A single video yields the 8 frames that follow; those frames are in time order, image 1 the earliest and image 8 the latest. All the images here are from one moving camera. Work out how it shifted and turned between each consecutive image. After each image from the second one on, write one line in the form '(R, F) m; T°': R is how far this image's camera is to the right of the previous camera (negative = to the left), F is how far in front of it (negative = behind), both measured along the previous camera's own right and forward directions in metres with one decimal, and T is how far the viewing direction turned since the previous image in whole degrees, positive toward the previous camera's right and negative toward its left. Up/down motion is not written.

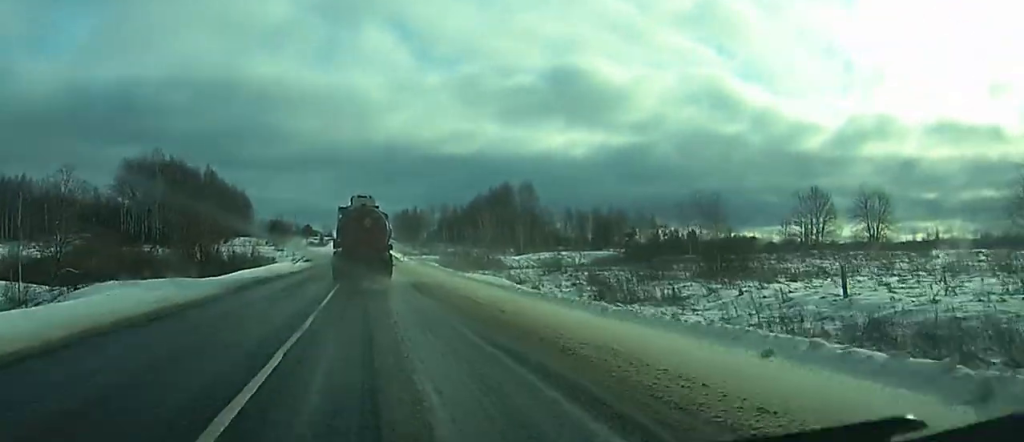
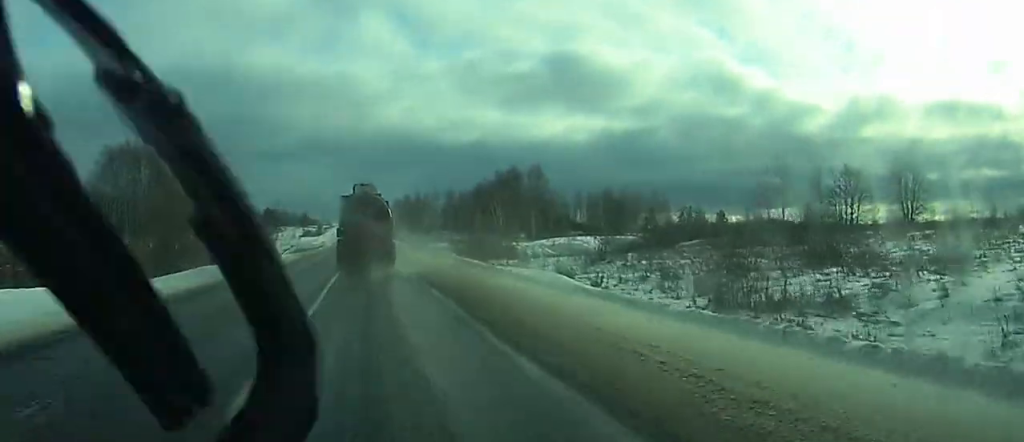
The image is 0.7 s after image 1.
(0.0, +16.2) m; 0°
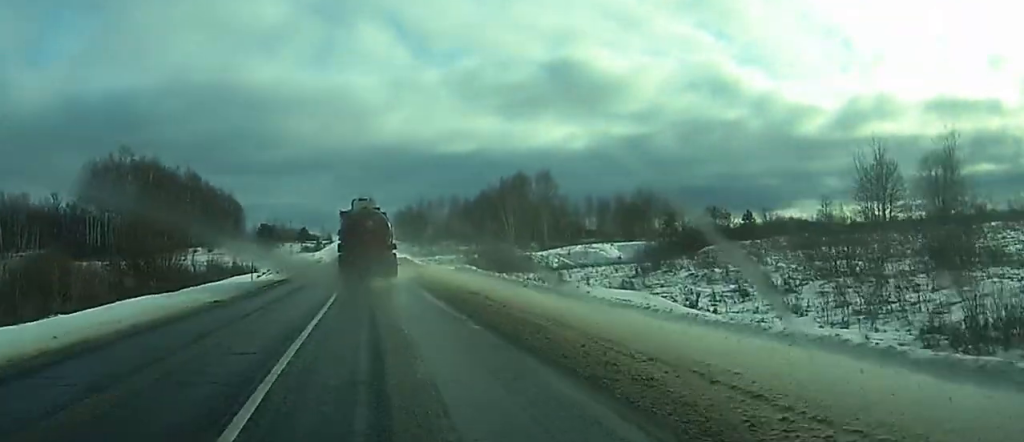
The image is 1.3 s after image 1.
(0.0, +12.7) m; 0°
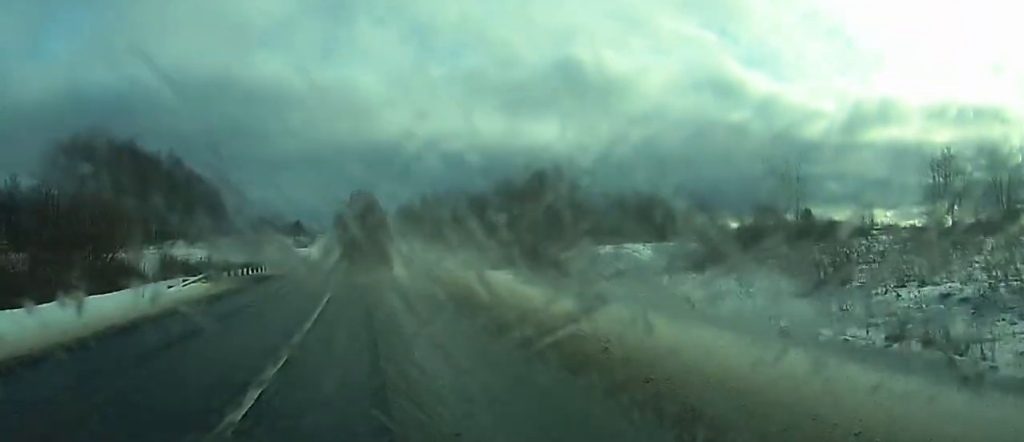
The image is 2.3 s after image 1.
(0.0, +22.7) m; 0°
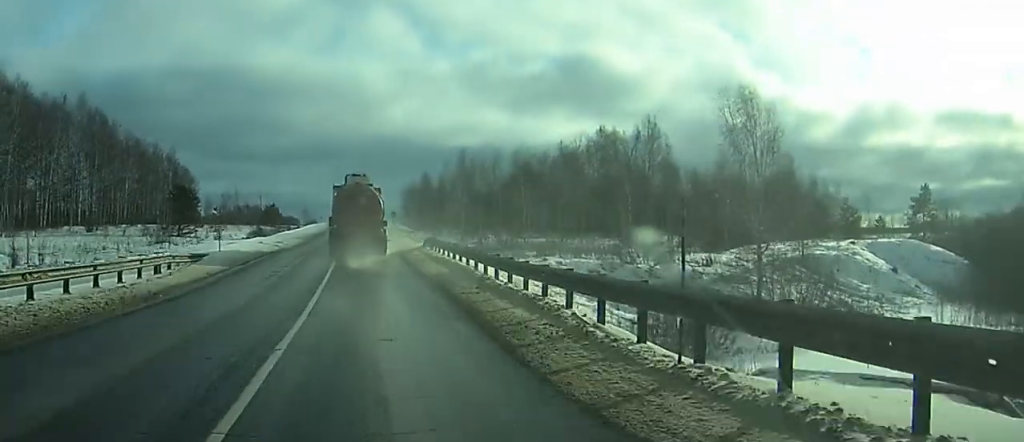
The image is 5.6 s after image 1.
(+0.4, +70.3) m; +1°
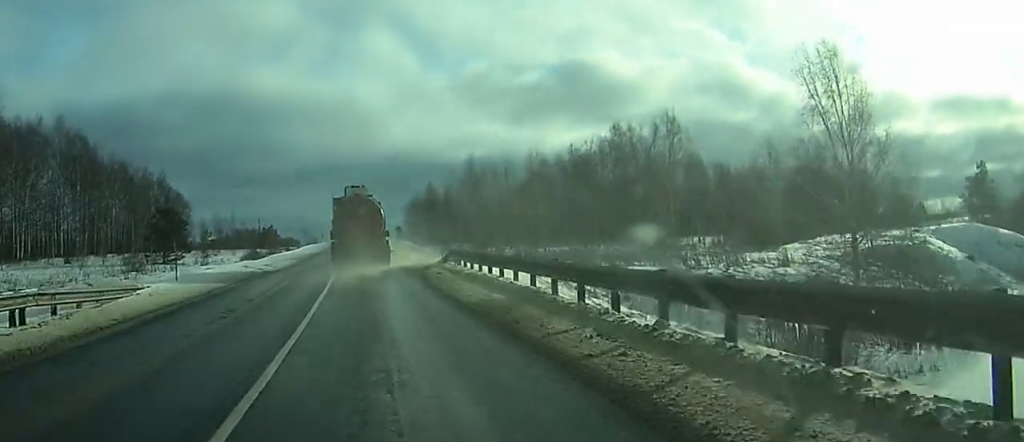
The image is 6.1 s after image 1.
(0.0, +10.7) m; 0°
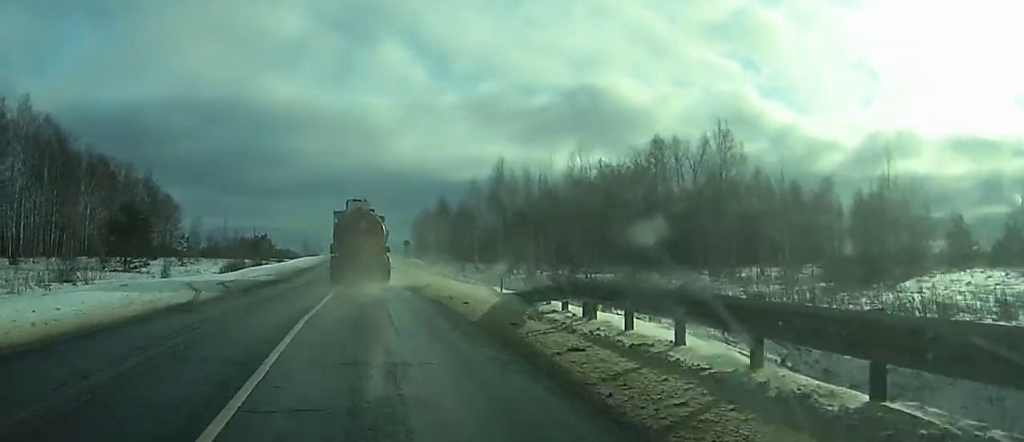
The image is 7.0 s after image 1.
(0.0, +18.5) m; 0°
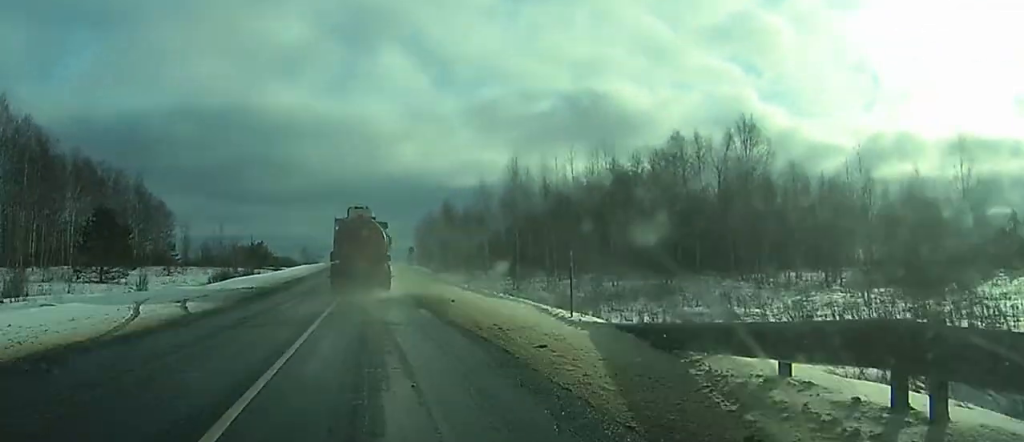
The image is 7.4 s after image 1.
(0.0, +8.5) m; 0°
